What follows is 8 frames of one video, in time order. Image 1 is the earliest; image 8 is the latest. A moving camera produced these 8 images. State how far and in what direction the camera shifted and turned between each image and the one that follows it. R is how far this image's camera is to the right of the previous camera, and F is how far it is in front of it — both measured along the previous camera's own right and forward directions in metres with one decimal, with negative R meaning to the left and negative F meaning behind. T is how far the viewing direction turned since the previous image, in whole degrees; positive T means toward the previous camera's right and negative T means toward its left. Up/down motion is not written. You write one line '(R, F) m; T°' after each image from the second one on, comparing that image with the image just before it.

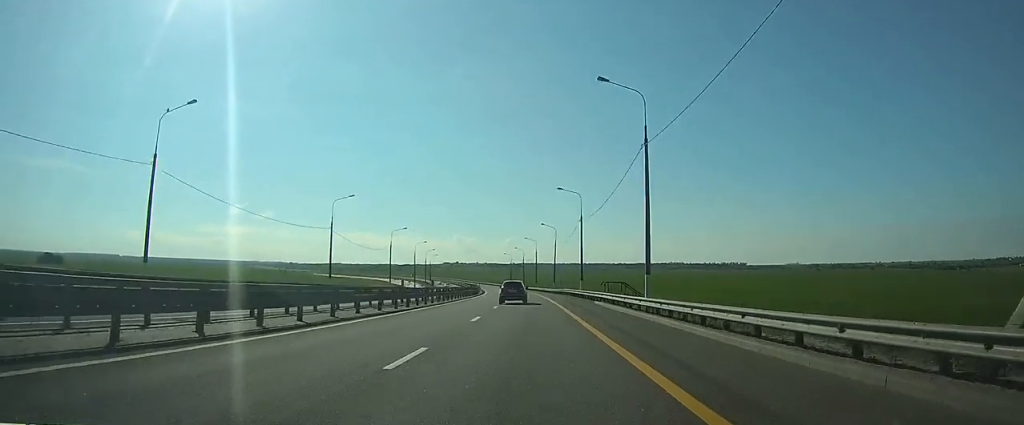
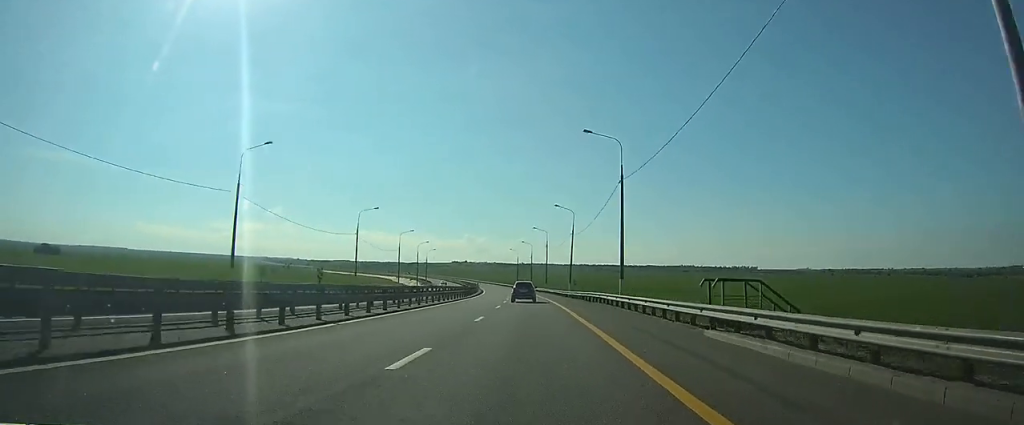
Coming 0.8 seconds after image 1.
(-0.4, +24.0) m; -1°
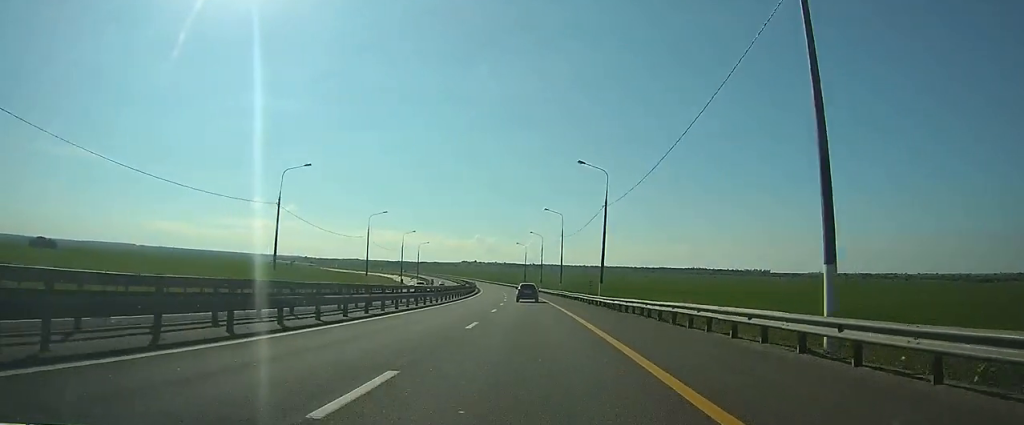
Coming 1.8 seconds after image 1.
(-0.3, +26.9) m; -1°
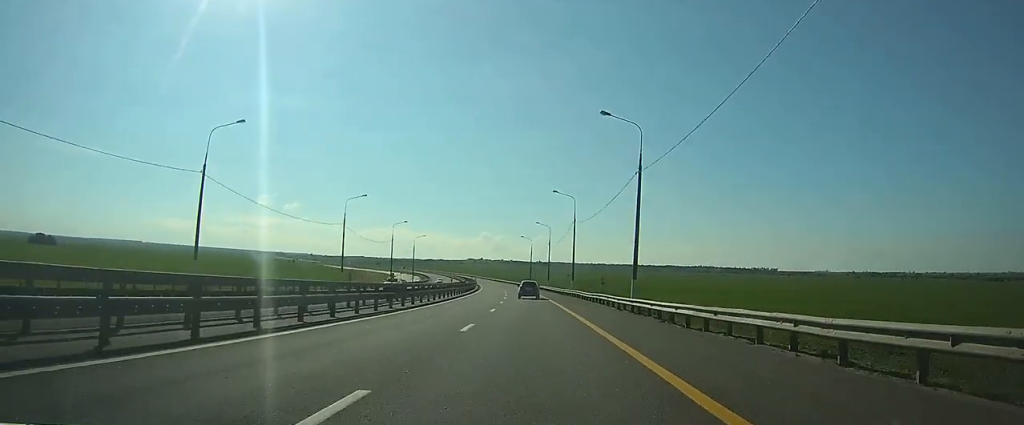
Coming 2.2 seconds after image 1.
(-0.1, +13.4) m; -1°
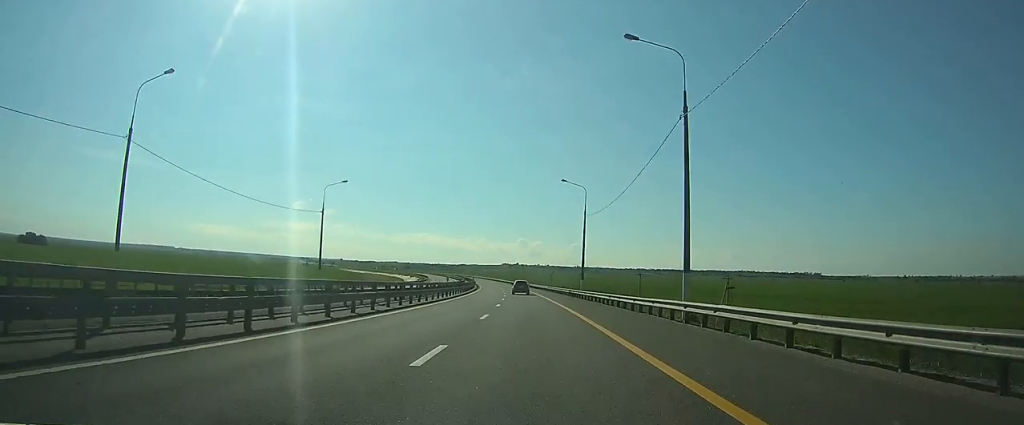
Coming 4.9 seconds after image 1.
(-2.2, +78.0) m; -3°
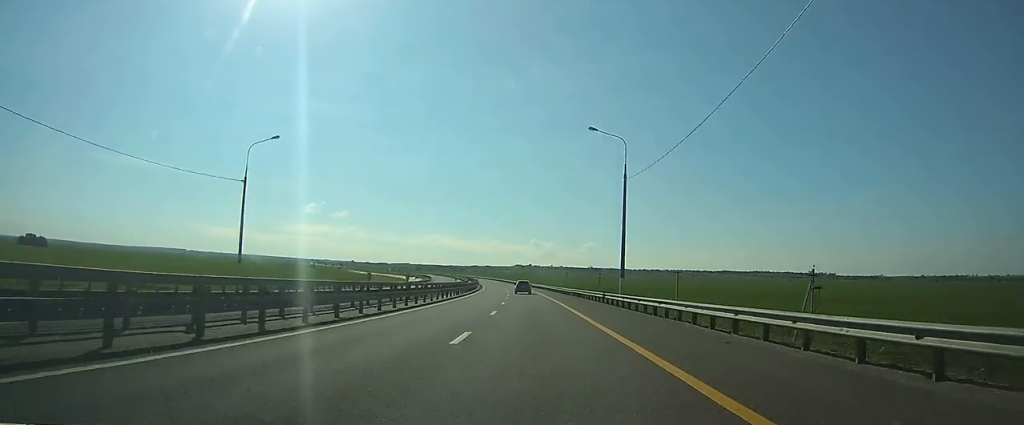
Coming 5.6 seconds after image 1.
(-0.3, +20.2) m; -1°
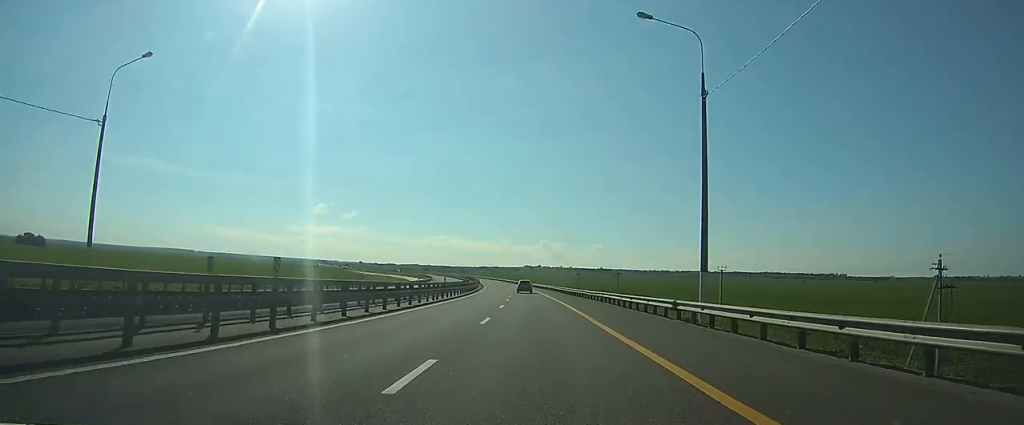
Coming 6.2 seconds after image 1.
(-0.2, +17.4) m; -1°
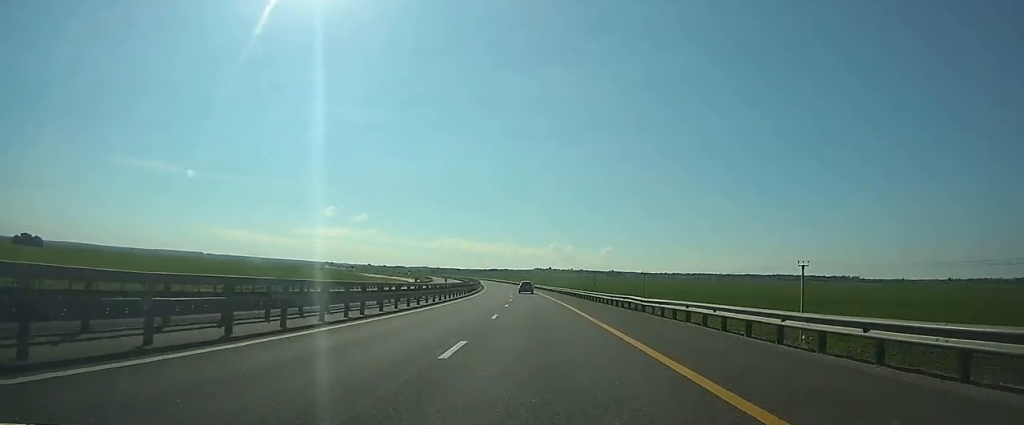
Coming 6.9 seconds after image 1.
(-0.2, +20.3) m; -1°
